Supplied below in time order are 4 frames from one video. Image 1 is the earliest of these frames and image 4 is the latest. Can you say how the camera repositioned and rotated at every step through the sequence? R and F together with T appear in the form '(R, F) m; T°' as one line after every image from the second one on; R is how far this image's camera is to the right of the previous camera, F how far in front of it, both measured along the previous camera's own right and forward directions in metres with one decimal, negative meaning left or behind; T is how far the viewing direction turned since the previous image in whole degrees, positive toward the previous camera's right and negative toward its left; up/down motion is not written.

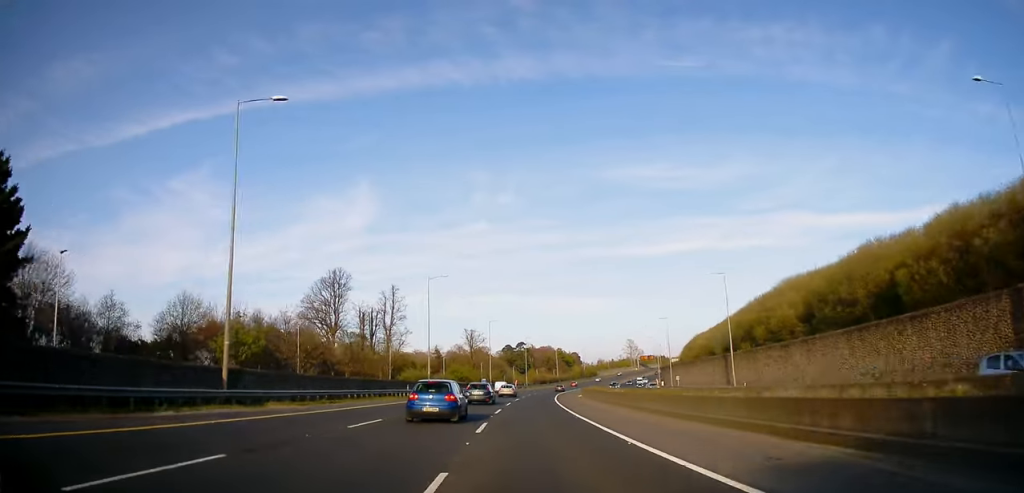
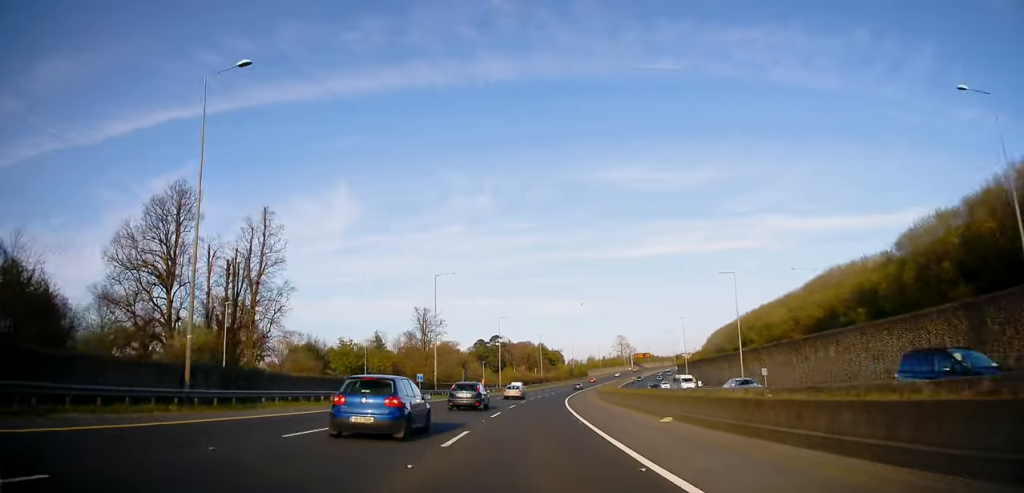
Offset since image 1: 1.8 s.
(+1.5, +52.5) m; +3°
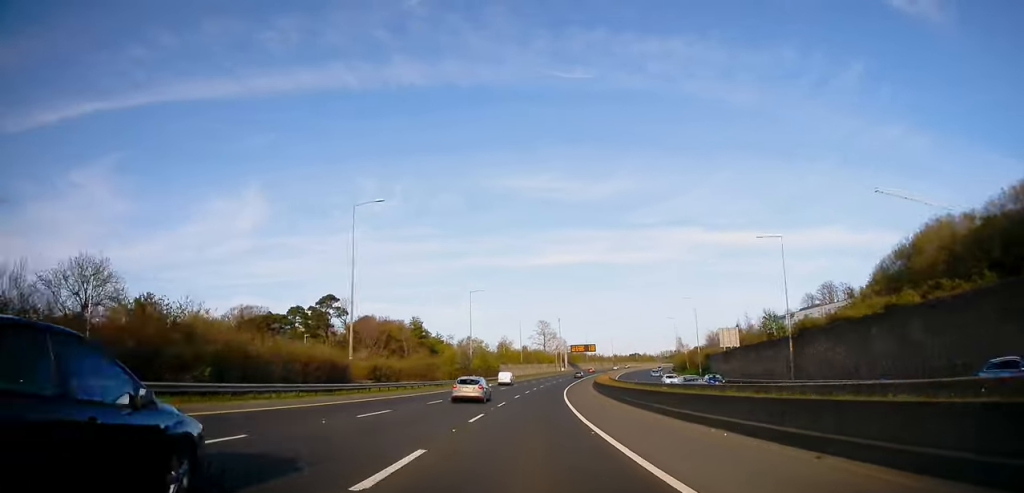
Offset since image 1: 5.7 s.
(+10.1, +123.4) m; +10°
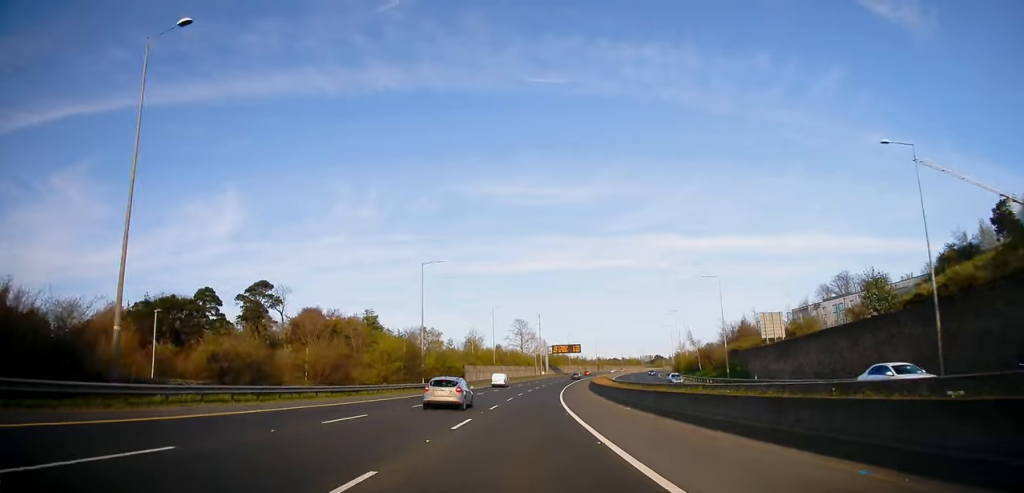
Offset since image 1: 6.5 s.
(+0.3, +26.0) m; +2°
